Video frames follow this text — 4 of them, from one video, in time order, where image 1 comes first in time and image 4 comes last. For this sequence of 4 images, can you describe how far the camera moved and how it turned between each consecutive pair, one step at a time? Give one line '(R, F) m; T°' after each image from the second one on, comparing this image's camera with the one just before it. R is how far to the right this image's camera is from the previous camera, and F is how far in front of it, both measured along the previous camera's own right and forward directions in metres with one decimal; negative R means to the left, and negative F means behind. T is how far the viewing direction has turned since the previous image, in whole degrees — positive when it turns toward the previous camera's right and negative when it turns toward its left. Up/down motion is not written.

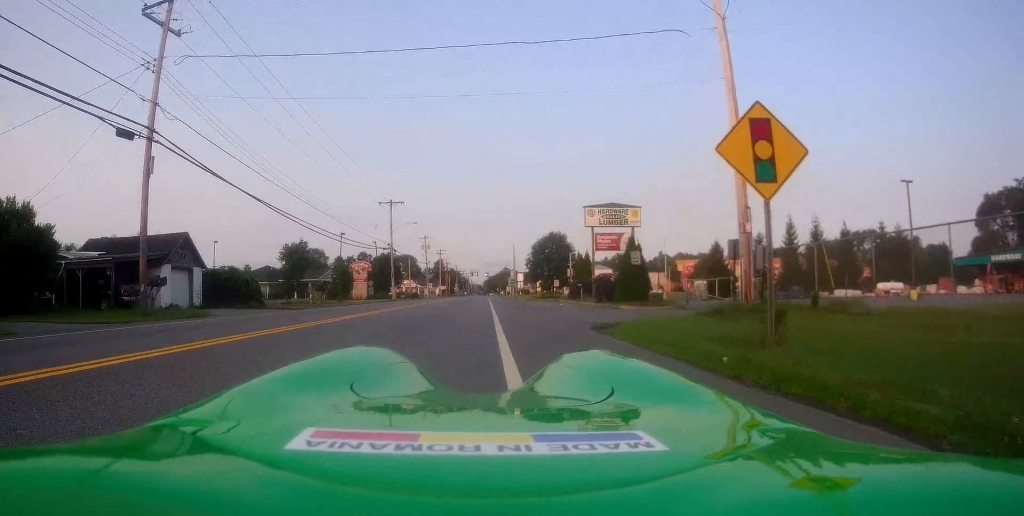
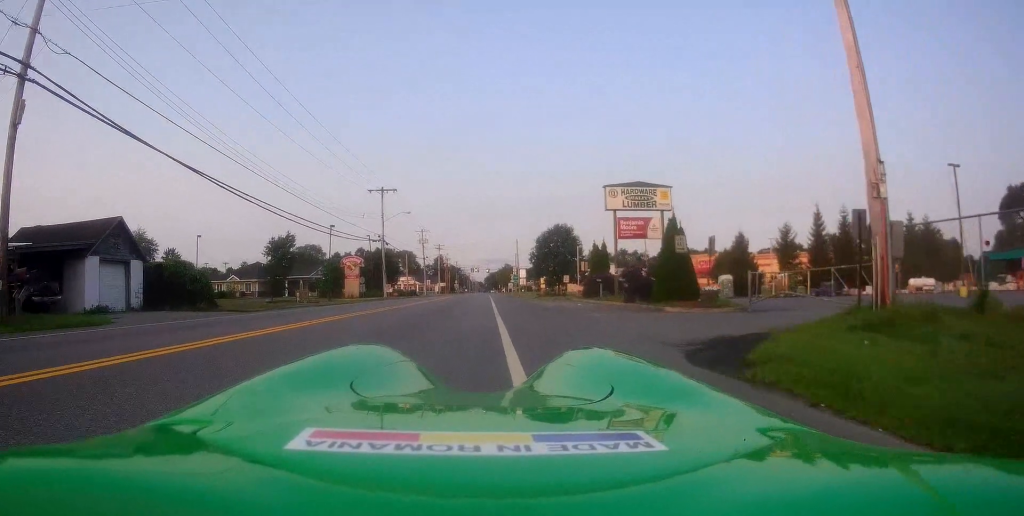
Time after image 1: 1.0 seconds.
(-0.4, +6.4) m; -3°
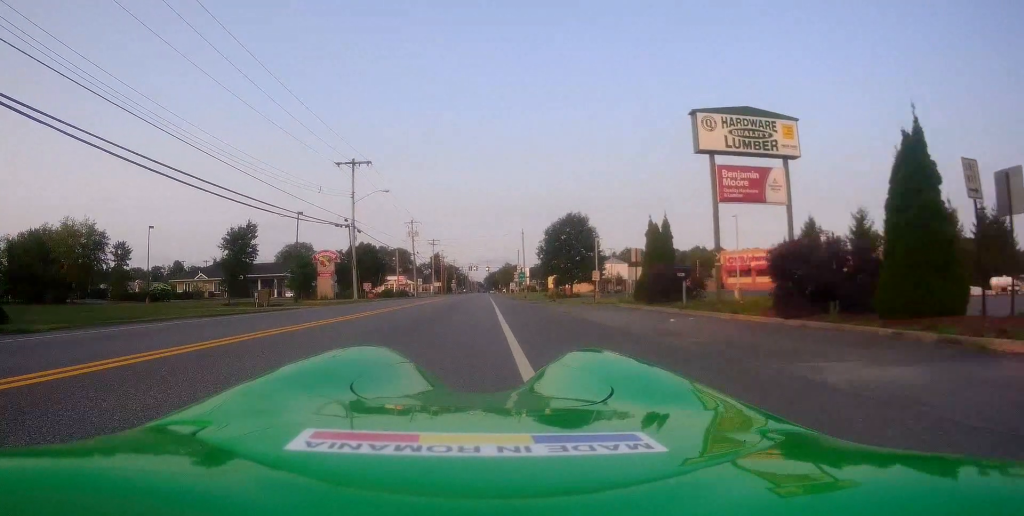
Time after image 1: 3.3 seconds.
(+0.6, +14.1) m; +3°
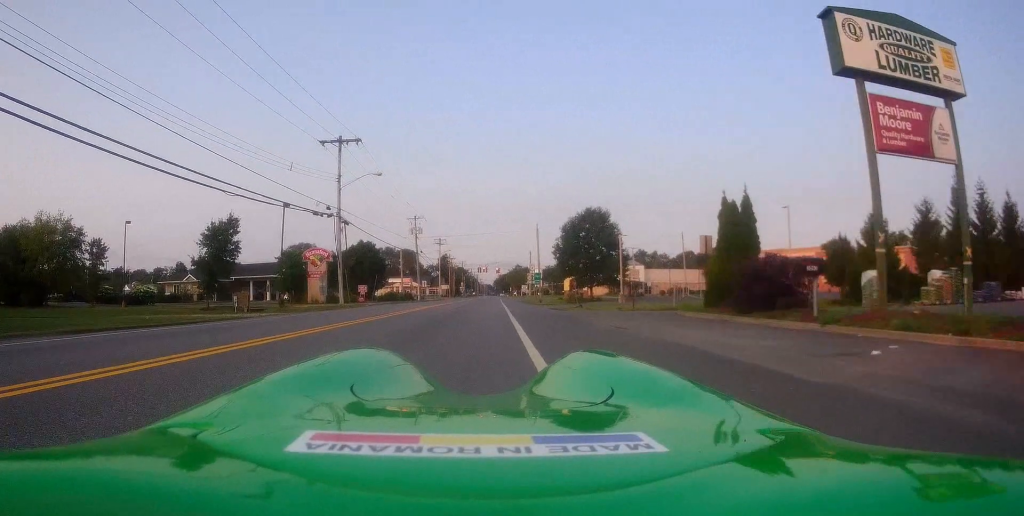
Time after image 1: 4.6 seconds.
(0.0, +7.7) m; 0°
